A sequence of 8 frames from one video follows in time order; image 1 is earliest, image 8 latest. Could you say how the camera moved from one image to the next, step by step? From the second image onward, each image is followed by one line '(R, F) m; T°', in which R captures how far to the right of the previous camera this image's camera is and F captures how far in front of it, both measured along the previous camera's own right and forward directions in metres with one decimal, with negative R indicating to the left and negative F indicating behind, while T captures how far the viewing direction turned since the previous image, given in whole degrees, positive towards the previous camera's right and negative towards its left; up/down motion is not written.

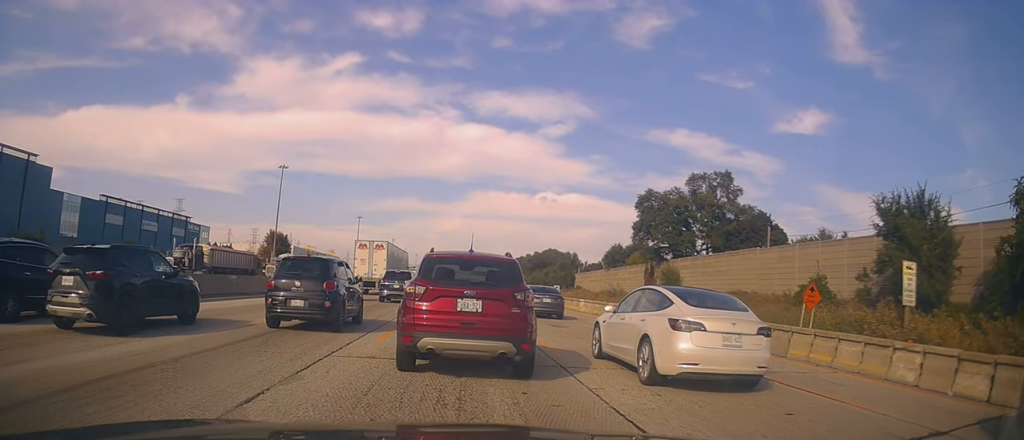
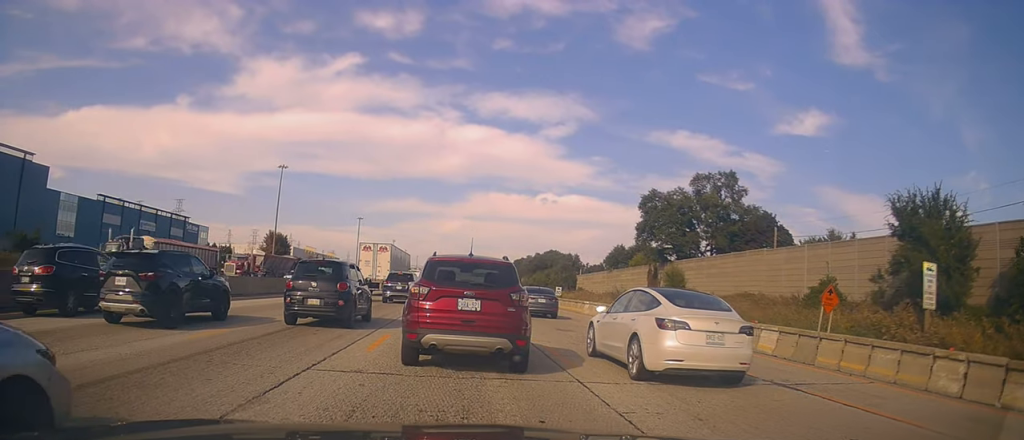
(0.0, +1.3) m; +1°
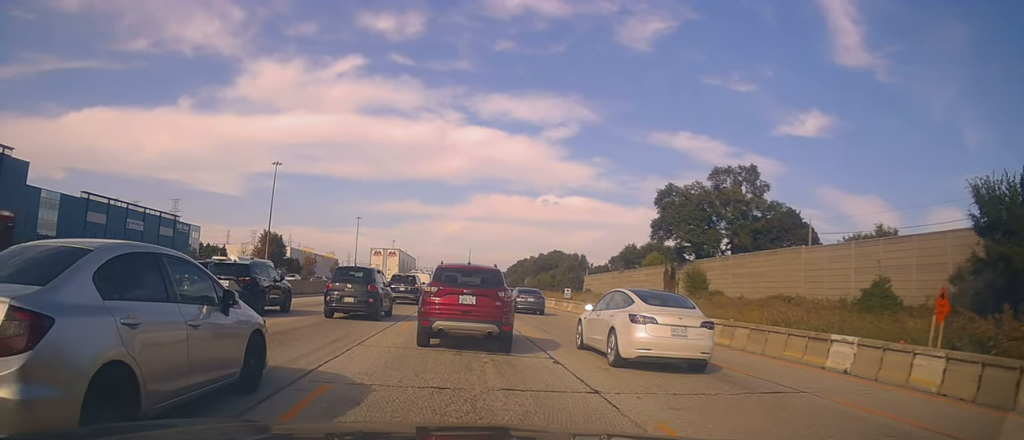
(+0.2, +5.3) m; -1°
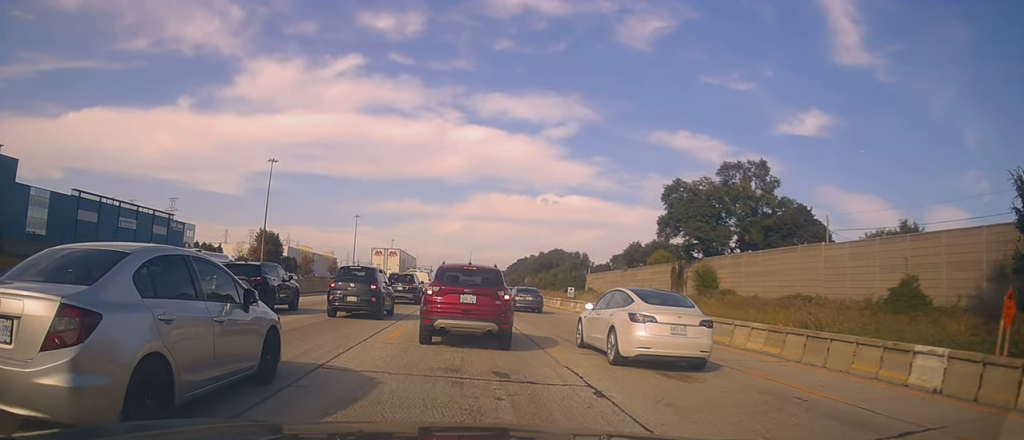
(-0.2, +2.2) m; +3°
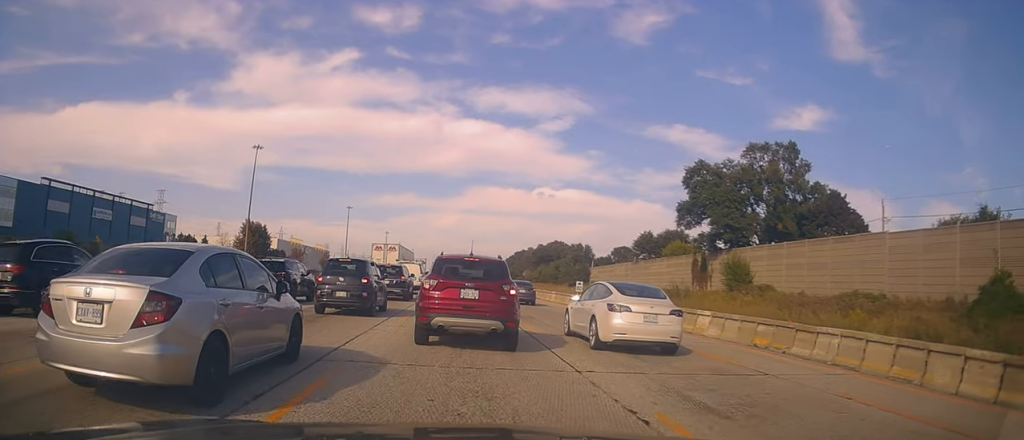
(+0.6, +8.2) m; 0°
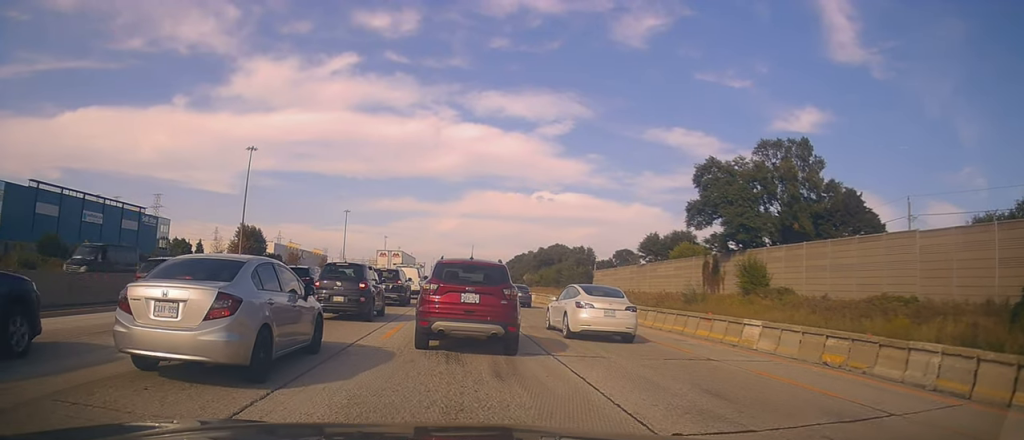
(-0.4, +5.1) m; -4°
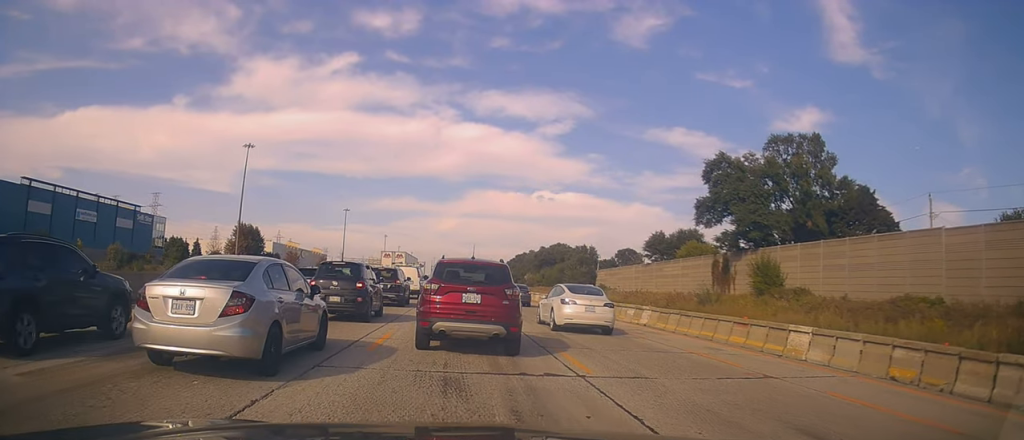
(0.0, +3.0) m; -1°
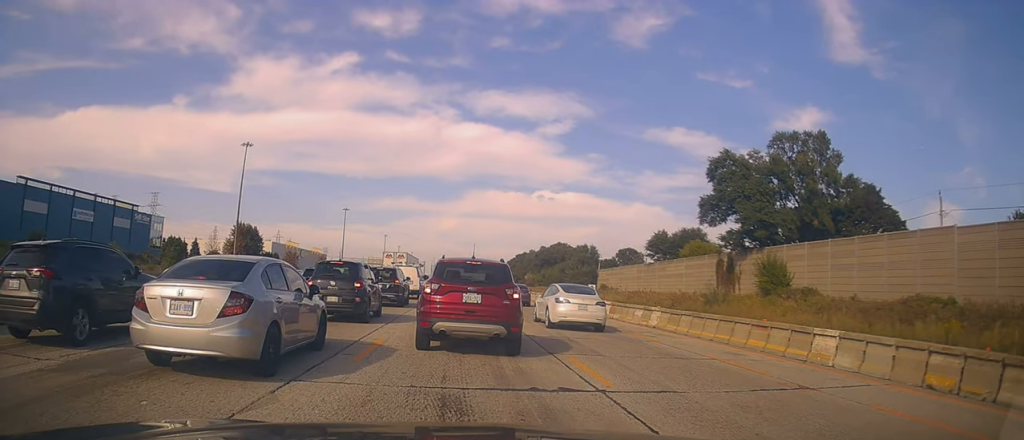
(+0.2, +1.3) m; -1°
